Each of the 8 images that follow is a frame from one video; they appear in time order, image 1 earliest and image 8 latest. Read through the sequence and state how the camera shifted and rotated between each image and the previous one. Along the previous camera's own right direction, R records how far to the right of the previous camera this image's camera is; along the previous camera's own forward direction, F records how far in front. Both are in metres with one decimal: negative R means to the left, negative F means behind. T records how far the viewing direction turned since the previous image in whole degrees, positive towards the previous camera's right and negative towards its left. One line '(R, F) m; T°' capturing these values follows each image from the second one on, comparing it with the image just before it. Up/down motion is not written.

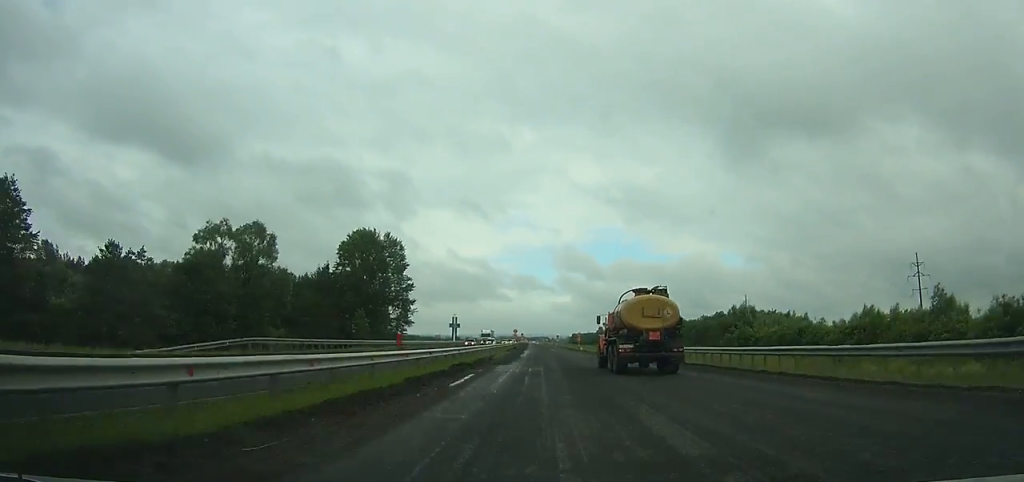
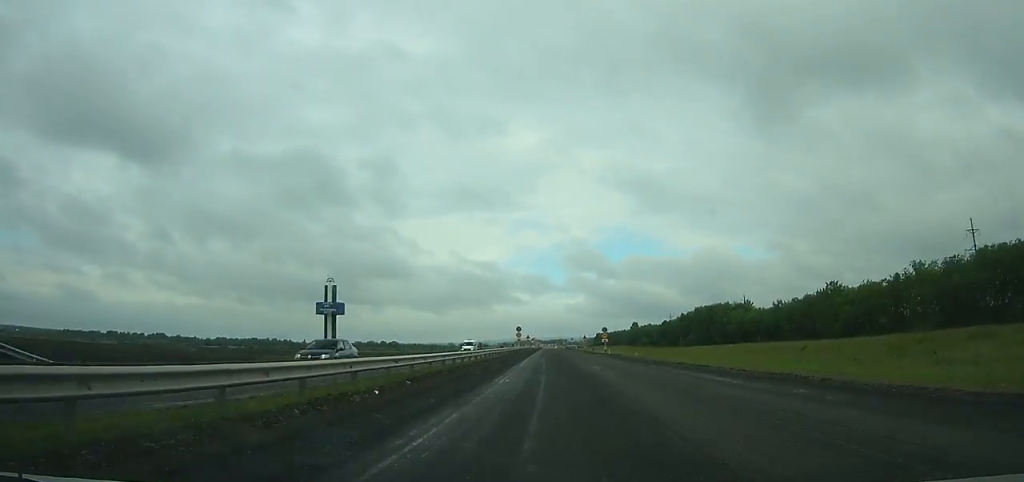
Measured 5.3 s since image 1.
(-2.9, +132.9) m; -2°
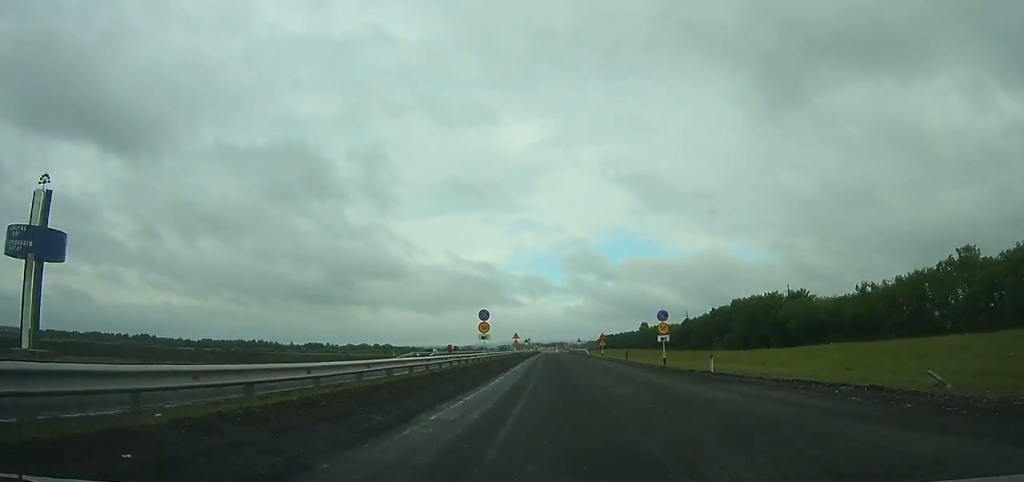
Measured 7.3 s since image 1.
(0.0, +48.4) m; 0°
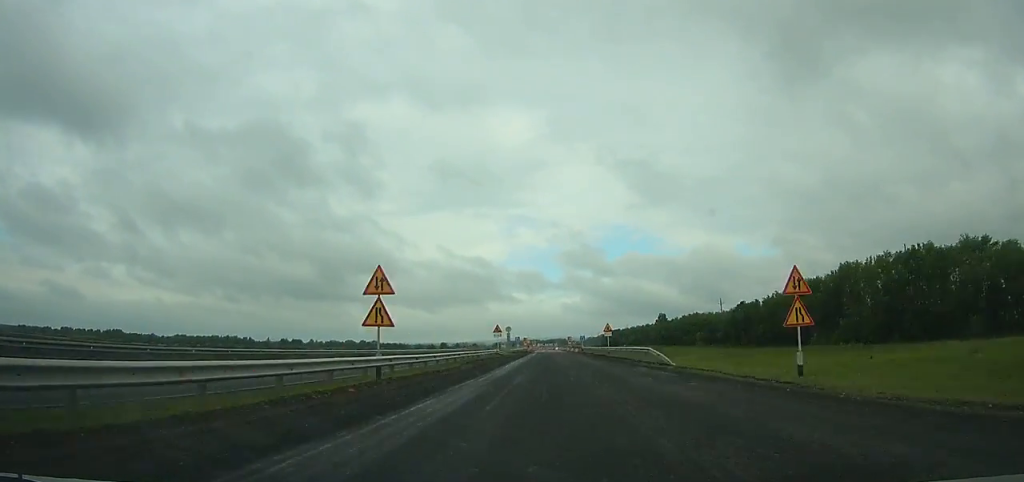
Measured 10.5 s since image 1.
(0.0, +76.1) m; 0°
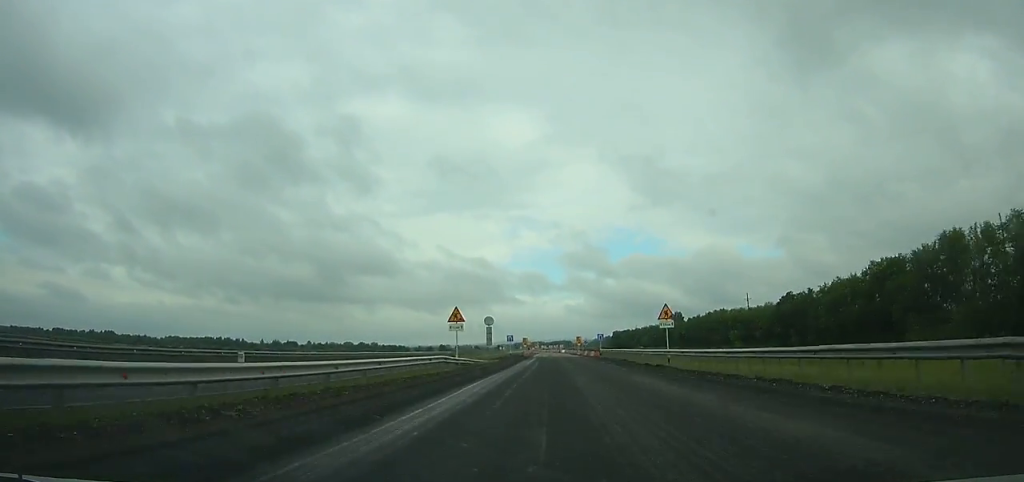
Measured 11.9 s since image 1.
(0.0, +32.7) m; 0°
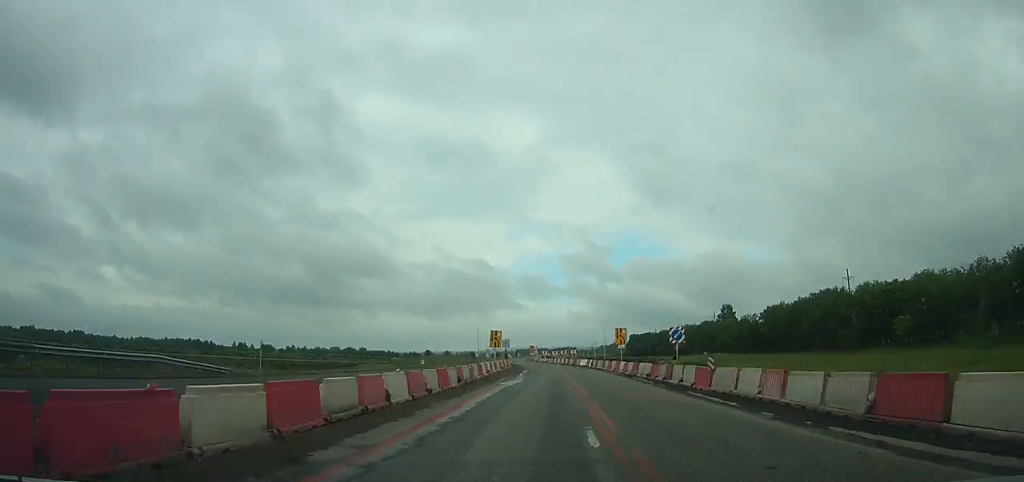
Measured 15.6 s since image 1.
(-0.1, +85.0) m; -1°
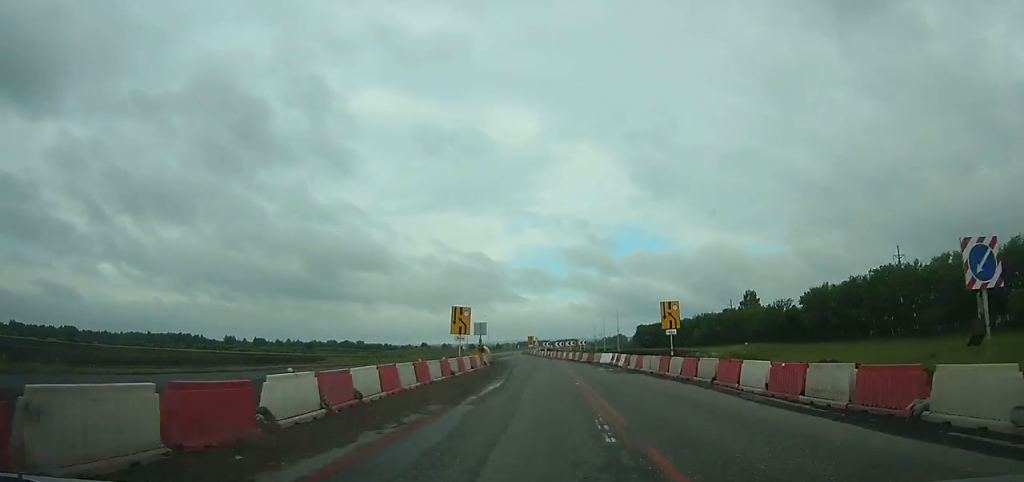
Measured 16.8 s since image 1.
(+0.5, +27.3) m; -1°
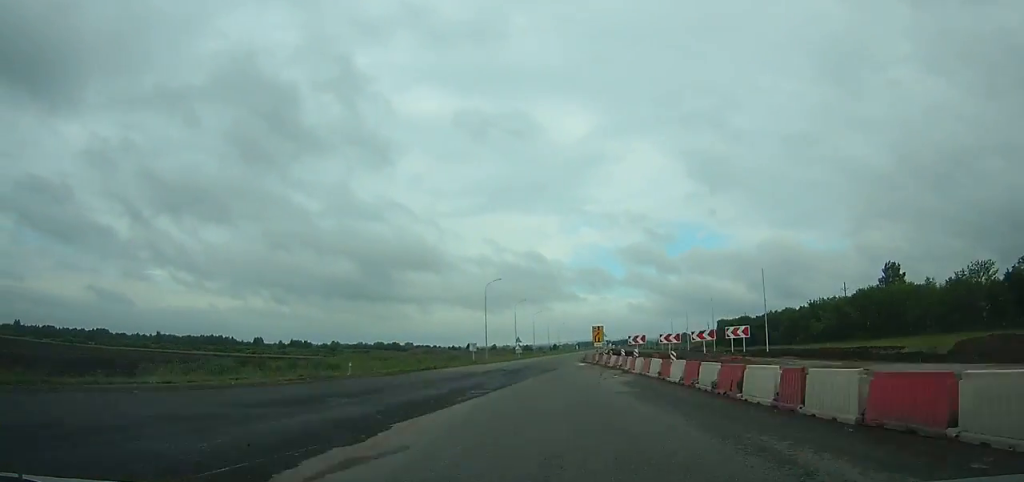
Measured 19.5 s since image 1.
(-2.0, +61.7) m; -2°
